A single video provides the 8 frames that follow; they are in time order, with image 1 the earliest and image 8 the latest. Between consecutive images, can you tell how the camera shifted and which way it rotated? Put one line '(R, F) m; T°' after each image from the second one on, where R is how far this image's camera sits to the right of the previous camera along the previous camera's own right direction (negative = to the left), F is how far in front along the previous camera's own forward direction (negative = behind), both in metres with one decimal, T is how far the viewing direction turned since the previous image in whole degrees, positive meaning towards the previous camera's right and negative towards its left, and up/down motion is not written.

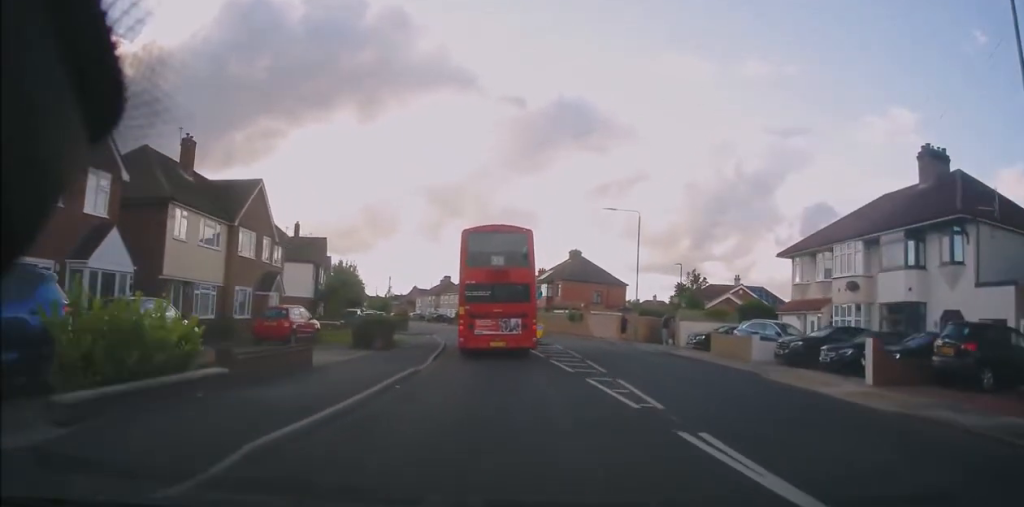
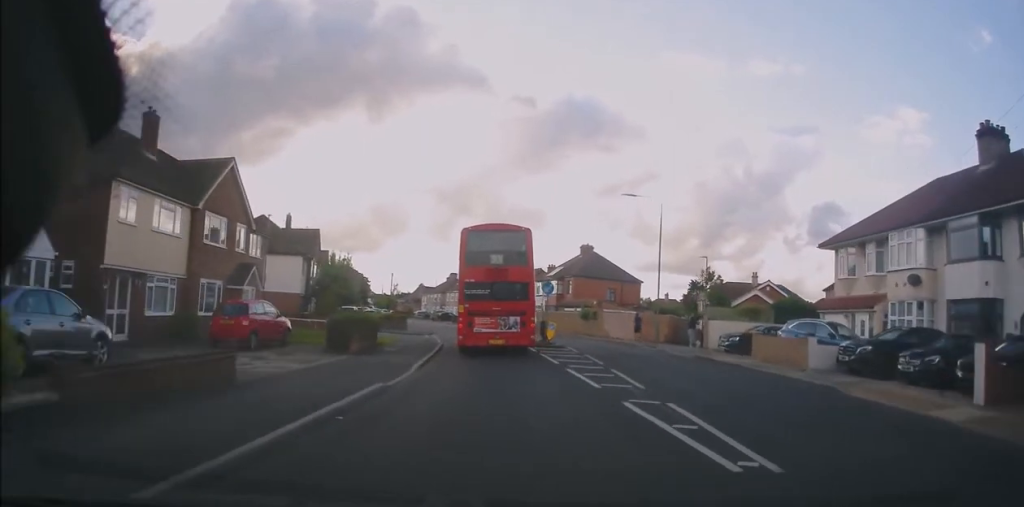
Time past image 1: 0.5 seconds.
(+0.1, +4.0) m; -1°
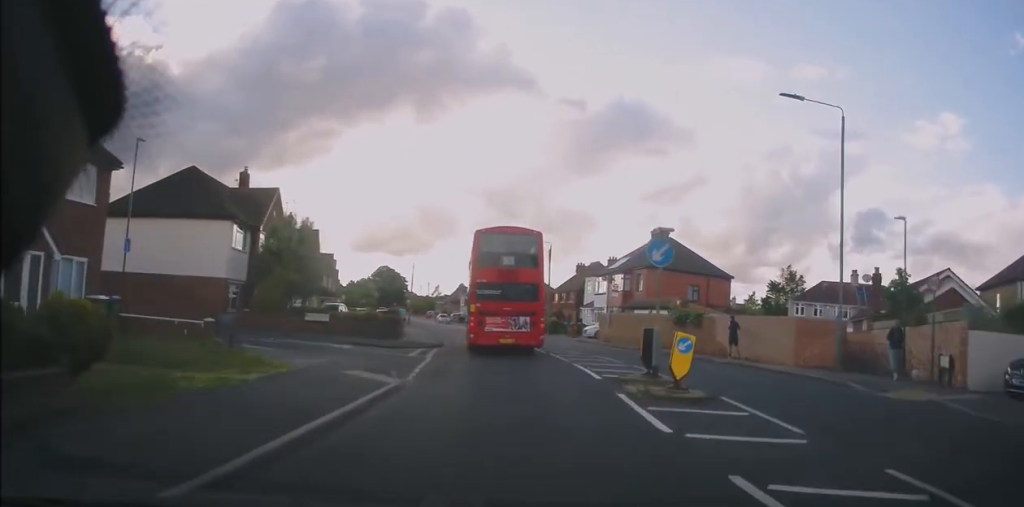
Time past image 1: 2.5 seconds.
(-1.0, +17.1) m; -7°
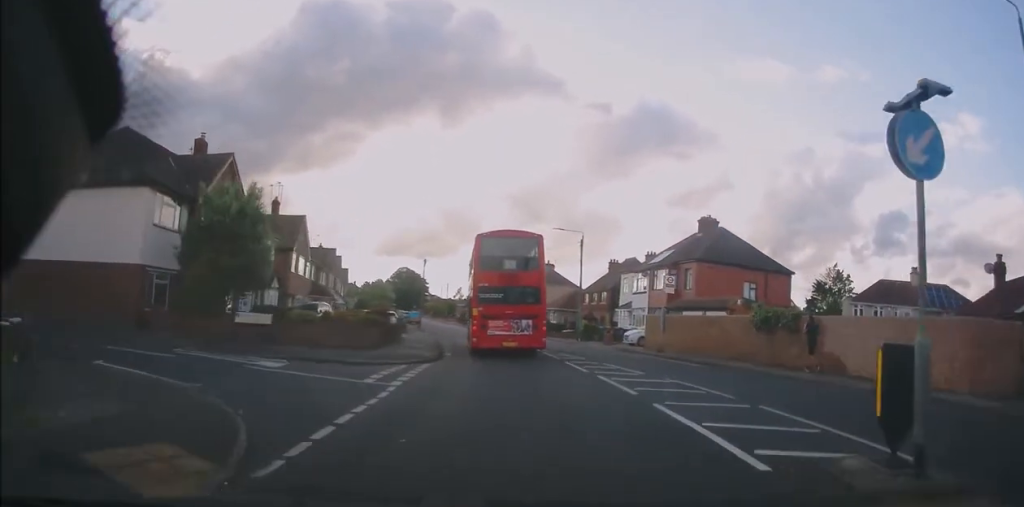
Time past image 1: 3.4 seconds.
(-0.6, +8.5) m; -2°
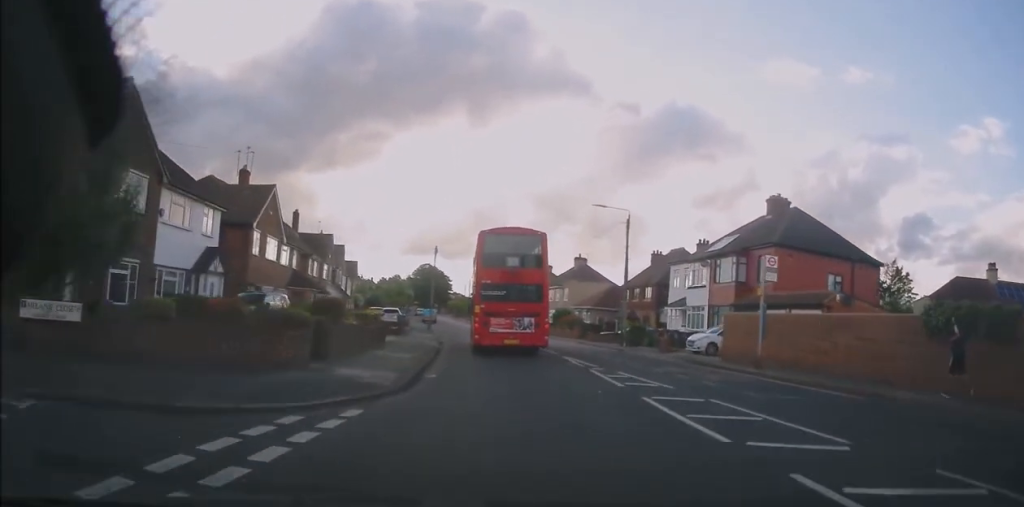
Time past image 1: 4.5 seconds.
(+0.4, +9.6) m; -1°
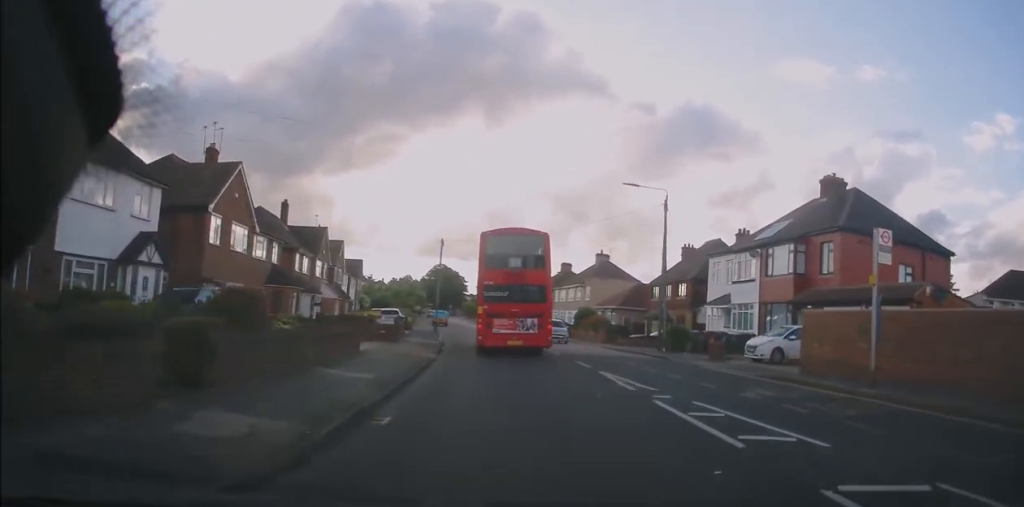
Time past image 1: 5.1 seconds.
(-0.3, +6.0) m; -2°
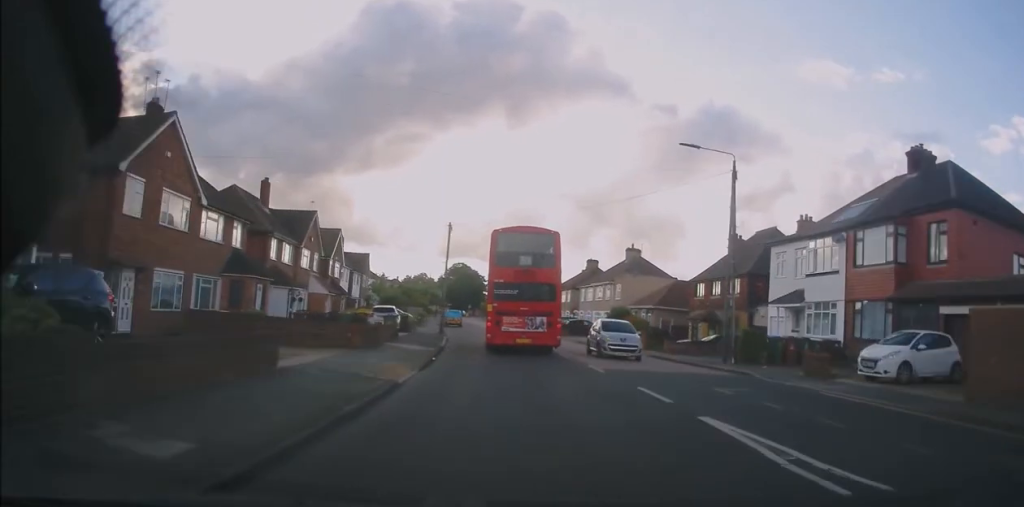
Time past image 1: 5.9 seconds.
(-0.2, +7.4) m; -2°
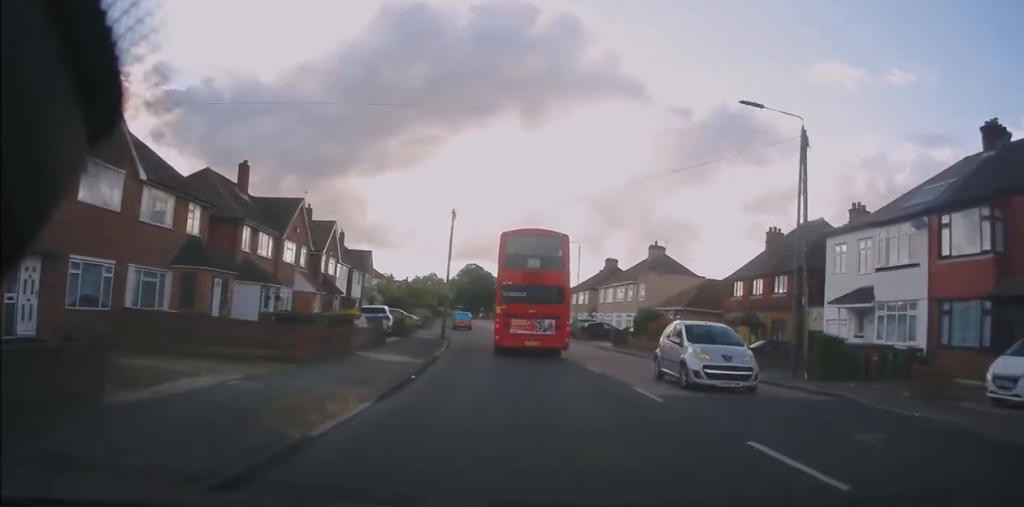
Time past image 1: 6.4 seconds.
(0.0, +5.2) m; -1°
